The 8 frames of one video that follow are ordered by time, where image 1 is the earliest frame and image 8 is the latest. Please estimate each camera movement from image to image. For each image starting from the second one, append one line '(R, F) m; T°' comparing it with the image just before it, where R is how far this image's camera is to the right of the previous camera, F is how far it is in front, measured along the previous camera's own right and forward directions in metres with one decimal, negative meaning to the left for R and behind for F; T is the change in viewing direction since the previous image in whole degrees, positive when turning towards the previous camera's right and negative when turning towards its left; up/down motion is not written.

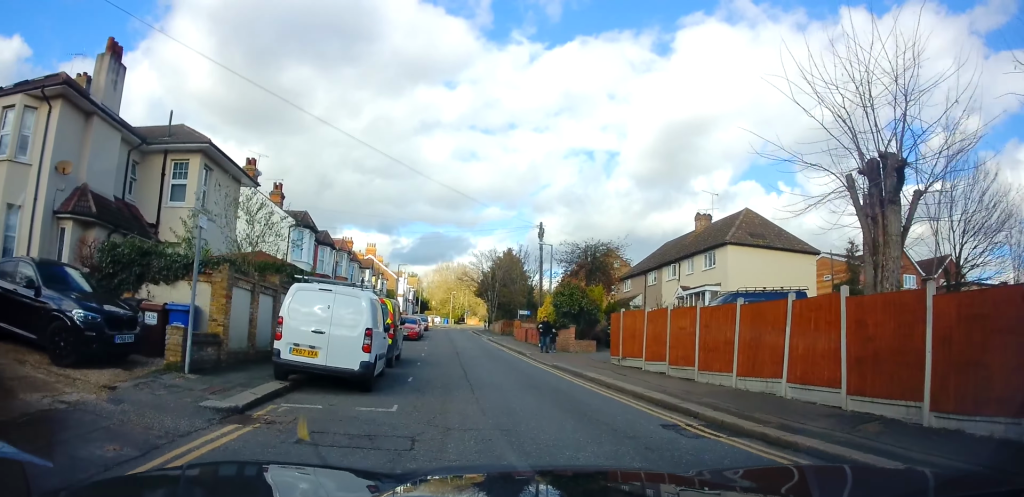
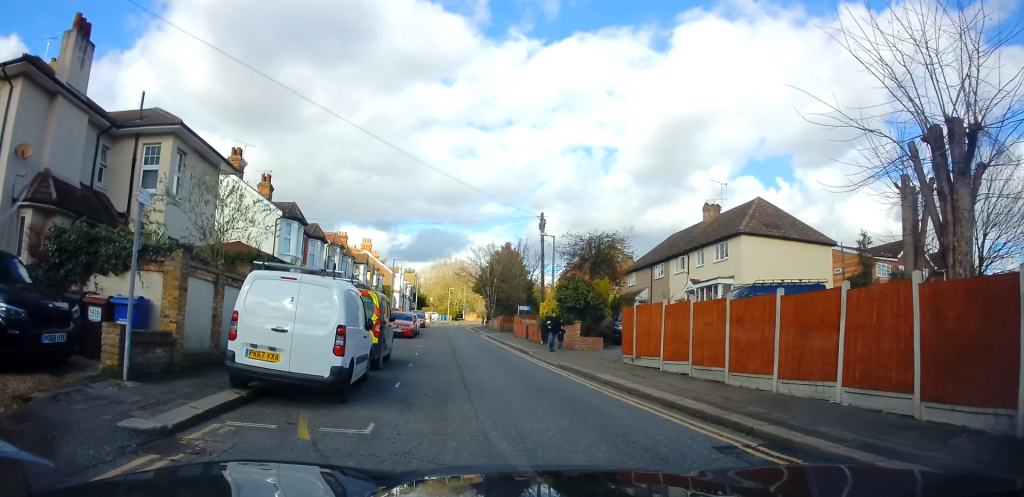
(+0.1, +1.8) m; 0°
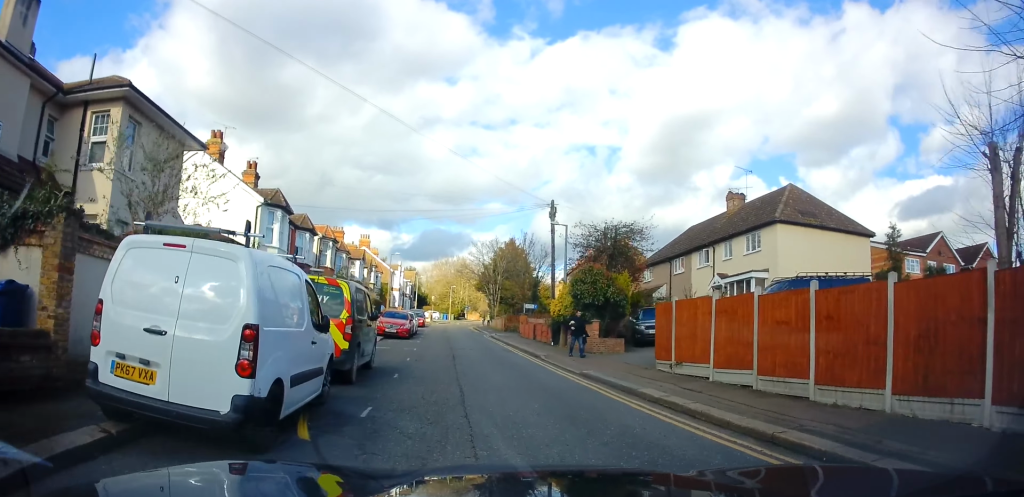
(0.0, +3.1) m; -2°
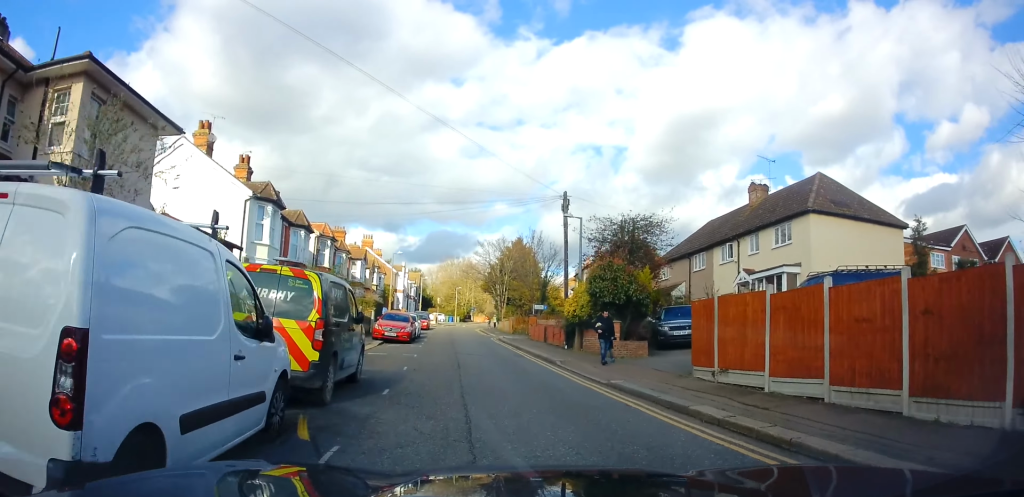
(-0.1, +2.1) m; -2°
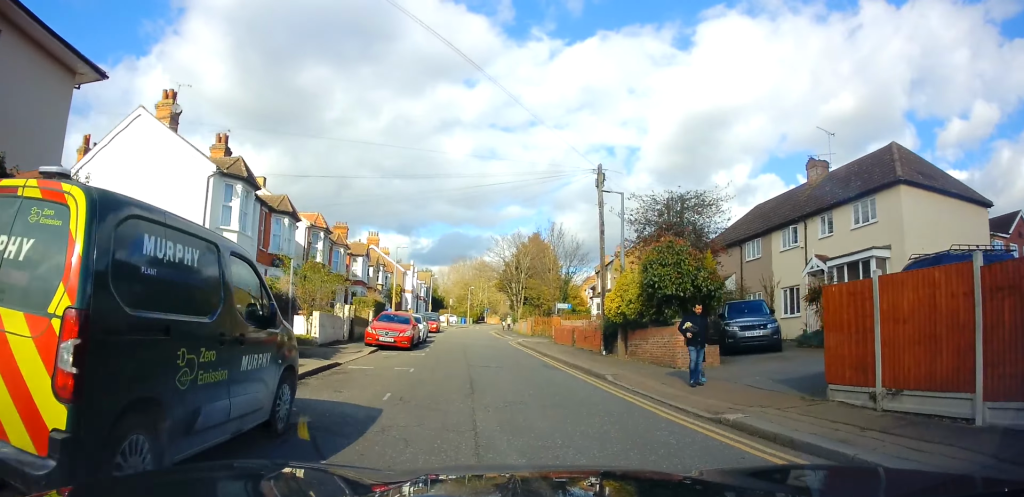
(-0.1, +5.0) m; -1°
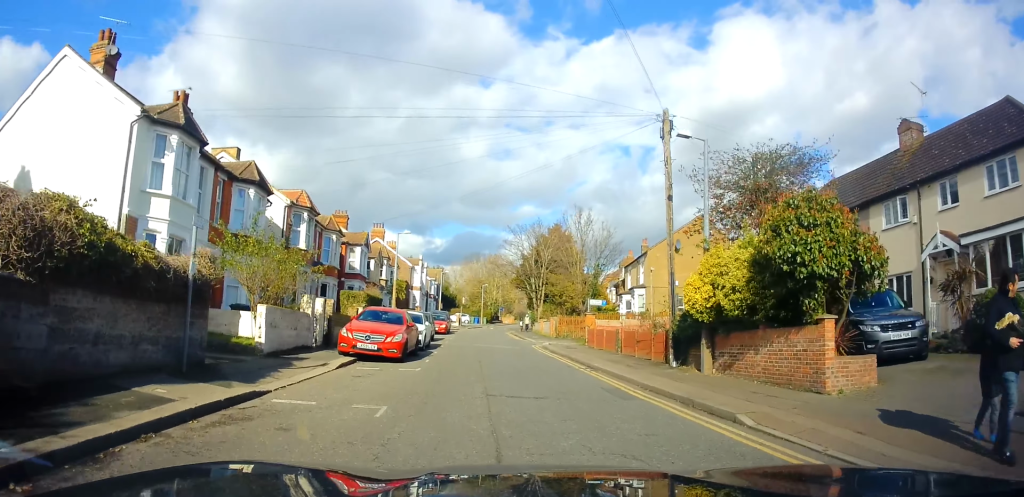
(0.0, +6.3) m; 0°
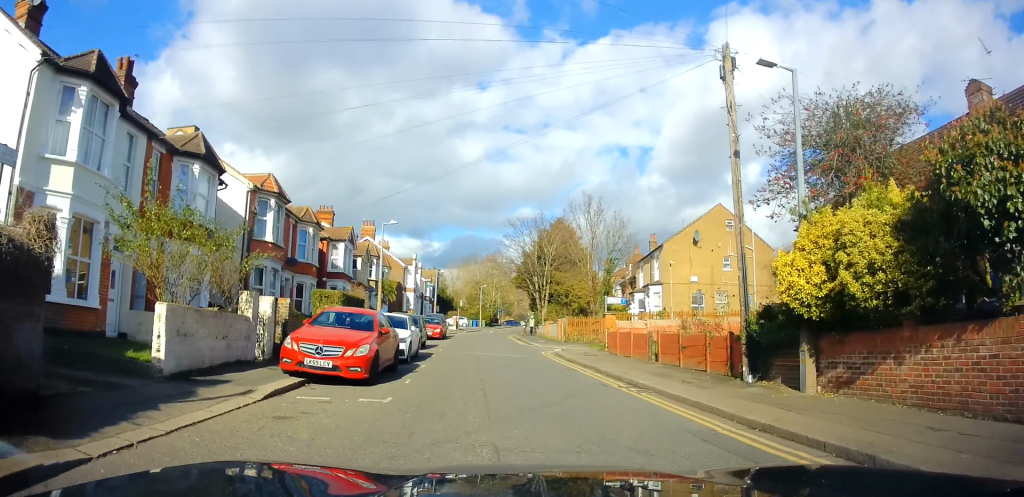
(0.0, +4.5) m; 0°
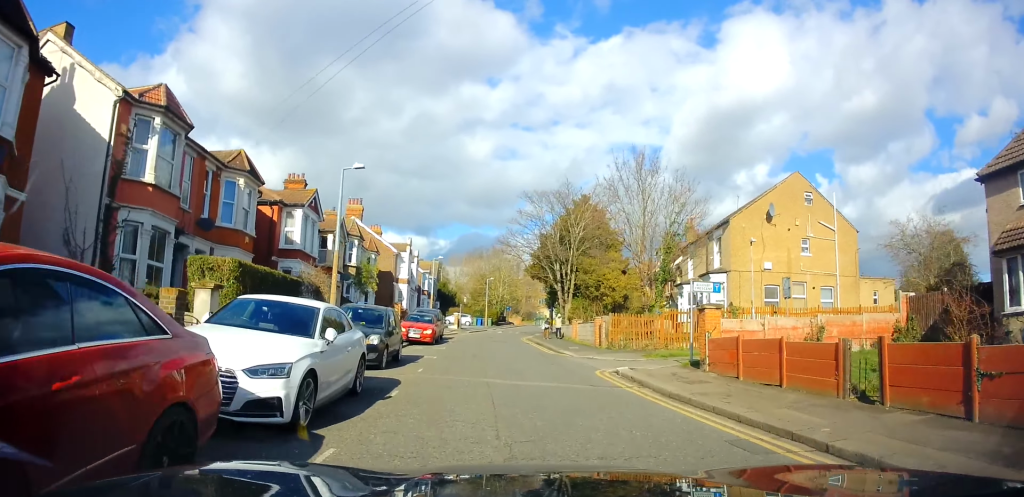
(0.0, +10.1) m; -3°
